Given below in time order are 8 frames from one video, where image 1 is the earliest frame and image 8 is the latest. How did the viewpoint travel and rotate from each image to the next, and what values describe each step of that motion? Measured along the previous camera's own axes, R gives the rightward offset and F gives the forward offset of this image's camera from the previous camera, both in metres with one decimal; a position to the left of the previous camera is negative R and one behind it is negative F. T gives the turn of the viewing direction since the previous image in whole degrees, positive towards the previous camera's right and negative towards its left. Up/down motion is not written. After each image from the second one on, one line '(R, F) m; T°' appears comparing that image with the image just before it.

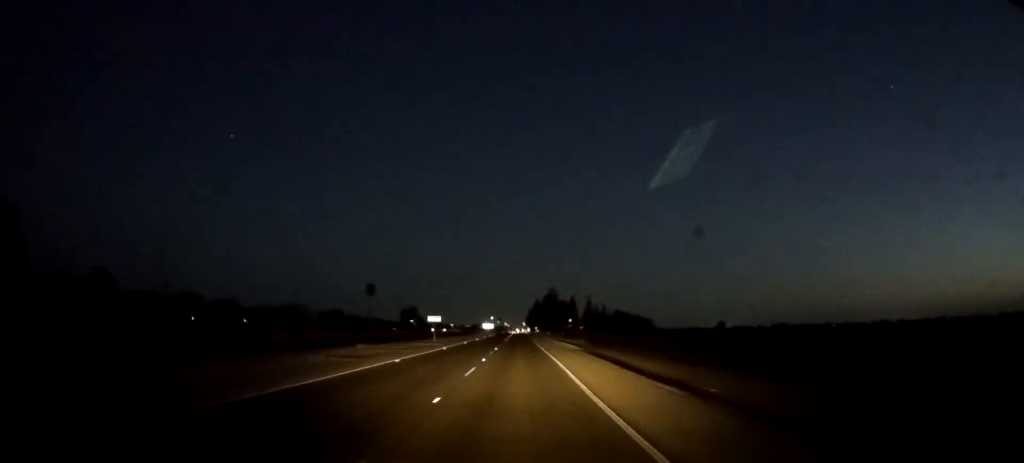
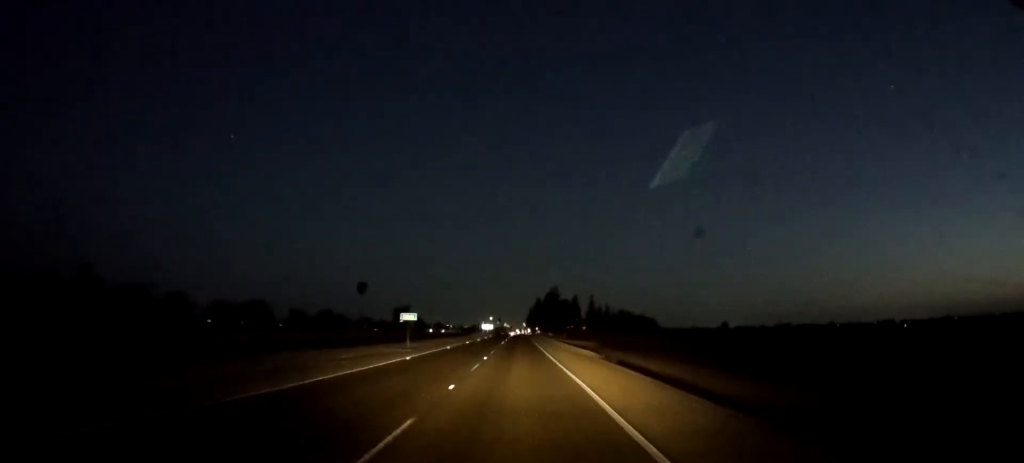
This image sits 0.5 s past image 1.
(0.0, +12.1) m; 0°
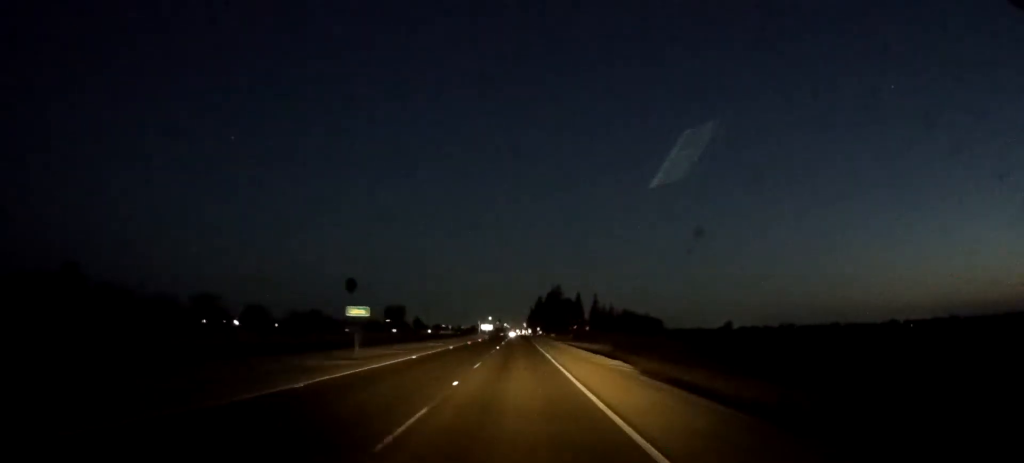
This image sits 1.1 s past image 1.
(0.0, +12.8) m; 0°
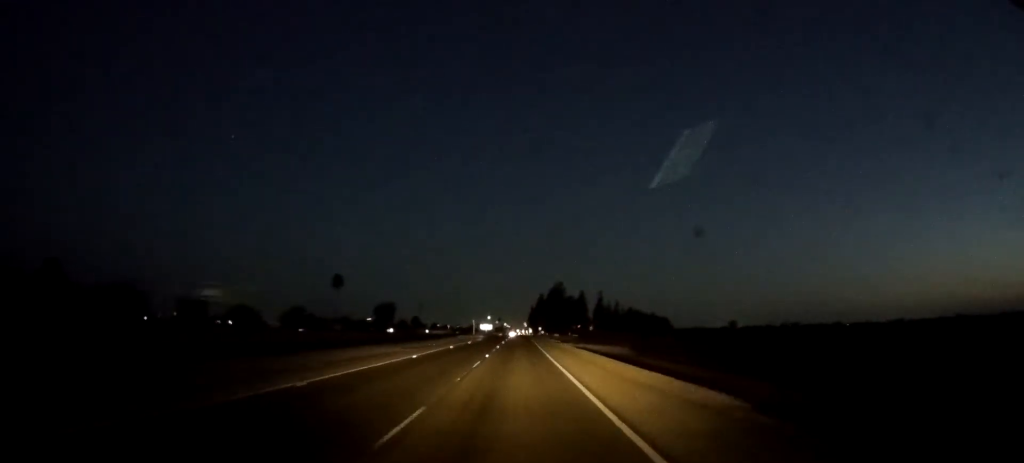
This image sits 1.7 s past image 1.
(0.0, +14.4) m; 0°
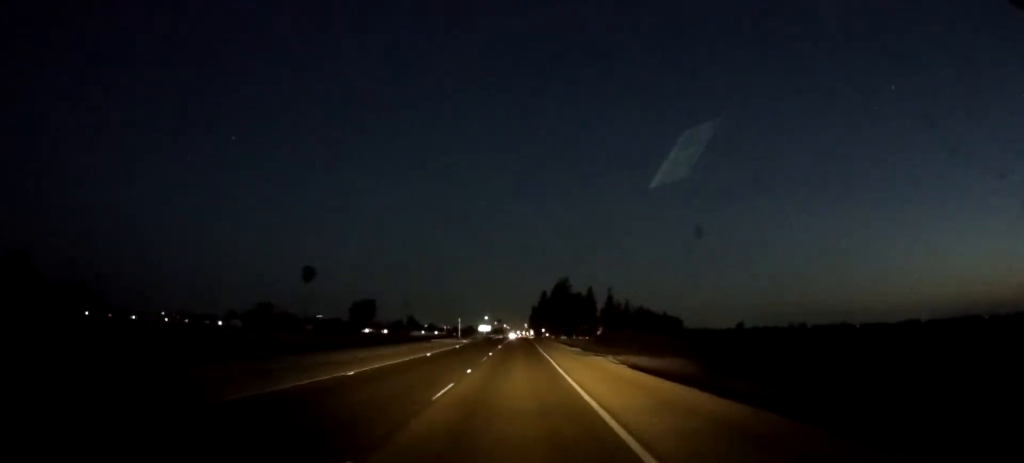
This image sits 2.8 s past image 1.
(0.0, +25.1) m; 0°
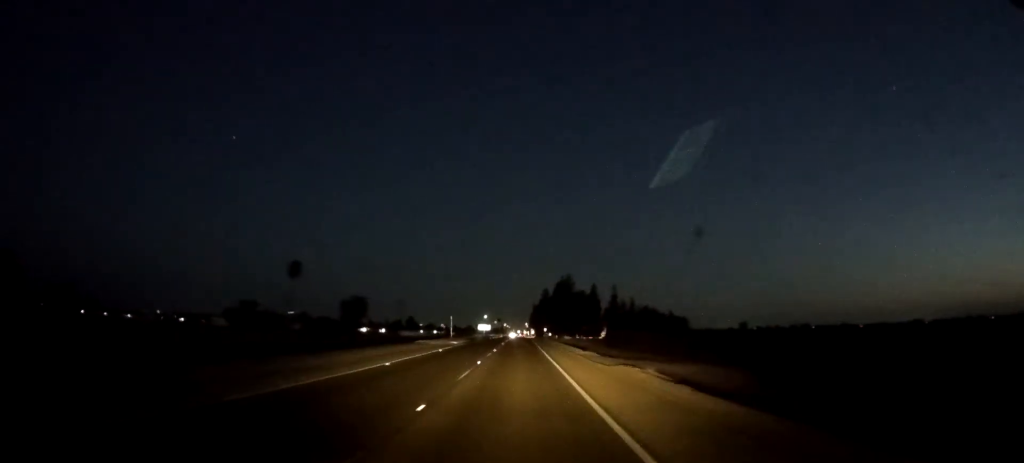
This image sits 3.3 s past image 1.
(0.0, +9.9) m; 0°
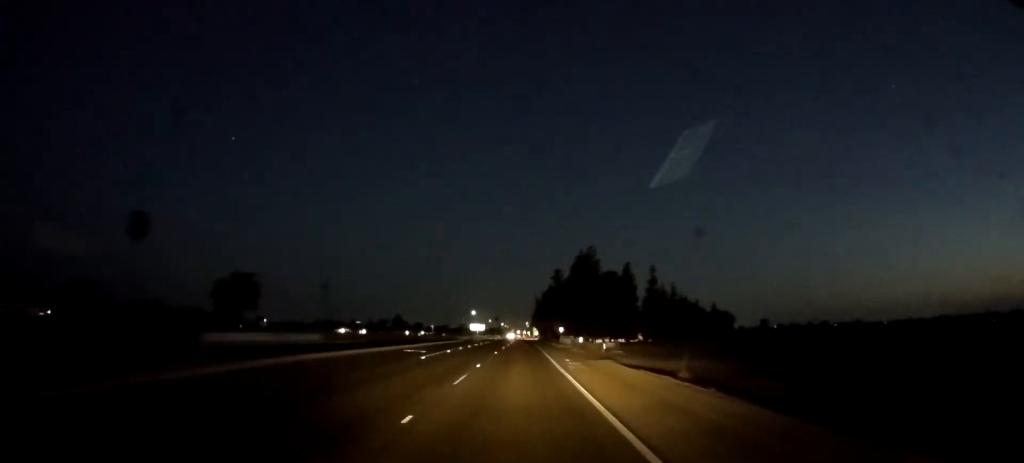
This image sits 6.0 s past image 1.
(0.0, +62.3) m; +1°
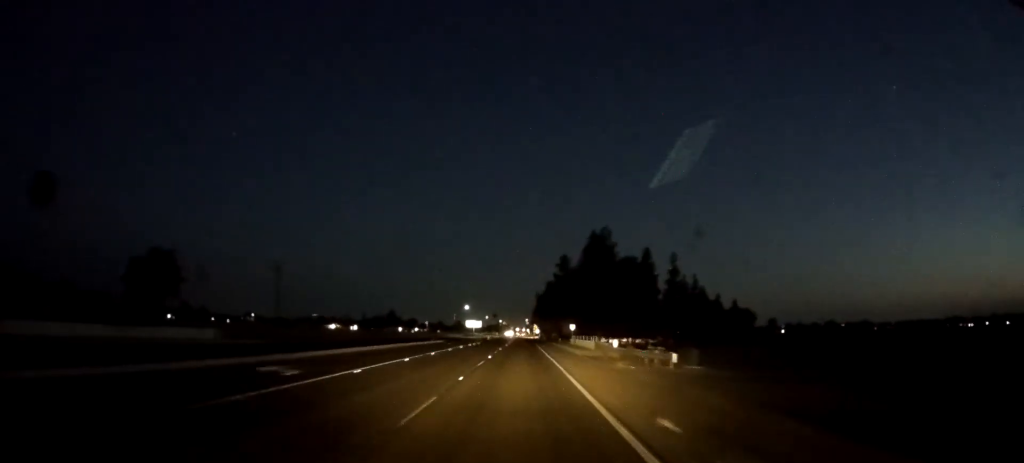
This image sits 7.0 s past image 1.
(+0.5, +21.7) m; 0°
